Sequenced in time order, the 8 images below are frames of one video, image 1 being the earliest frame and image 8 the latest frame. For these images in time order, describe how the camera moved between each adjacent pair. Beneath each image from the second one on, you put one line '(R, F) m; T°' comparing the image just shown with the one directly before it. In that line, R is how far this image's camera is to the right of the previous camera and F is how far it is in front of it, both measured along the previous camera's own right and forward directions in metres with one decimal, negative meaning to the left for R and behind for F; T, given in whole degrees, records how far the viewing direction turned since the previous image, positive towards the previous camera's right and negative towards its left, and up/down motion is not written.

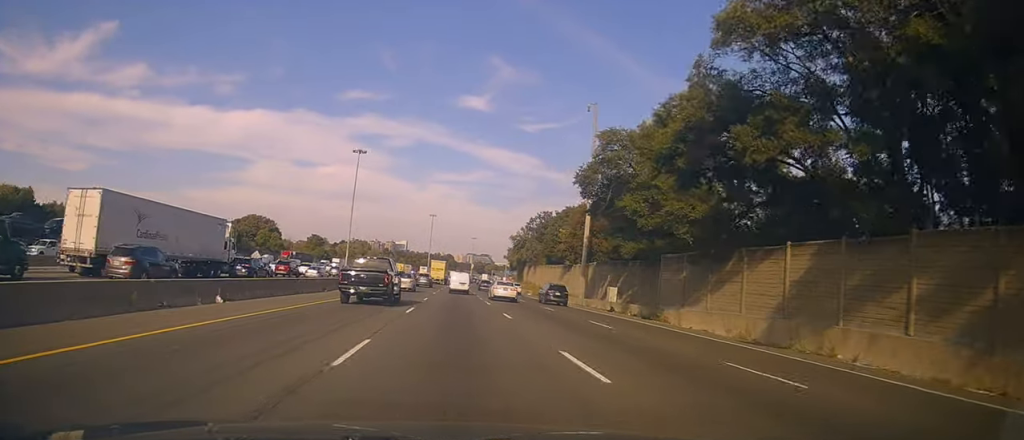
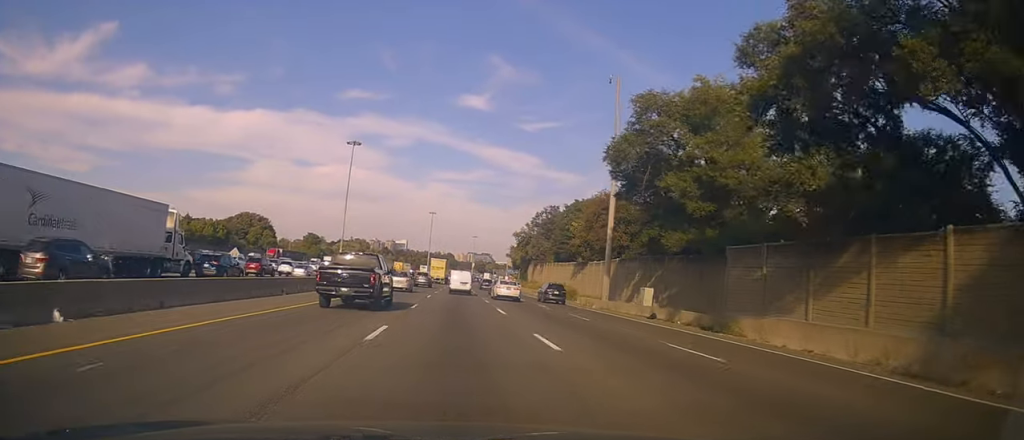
(+0.1, +9.9) m; 0°
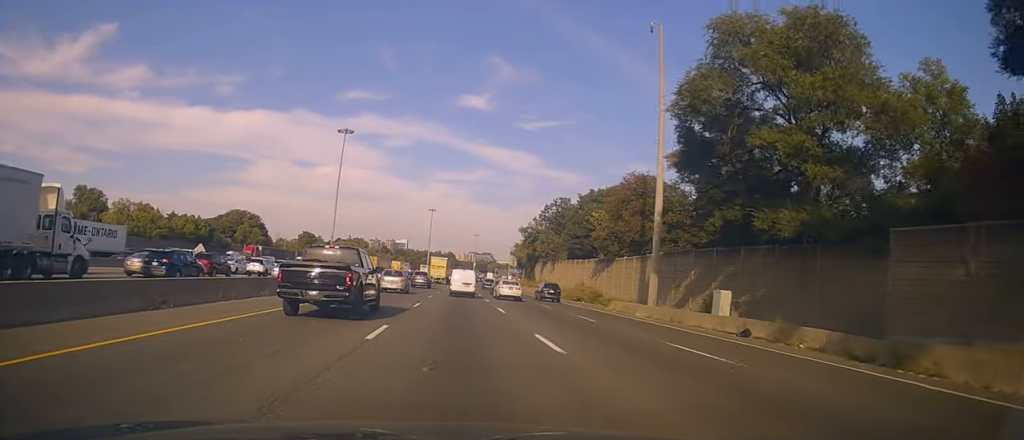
(-0.2, +13.3) m; -2°
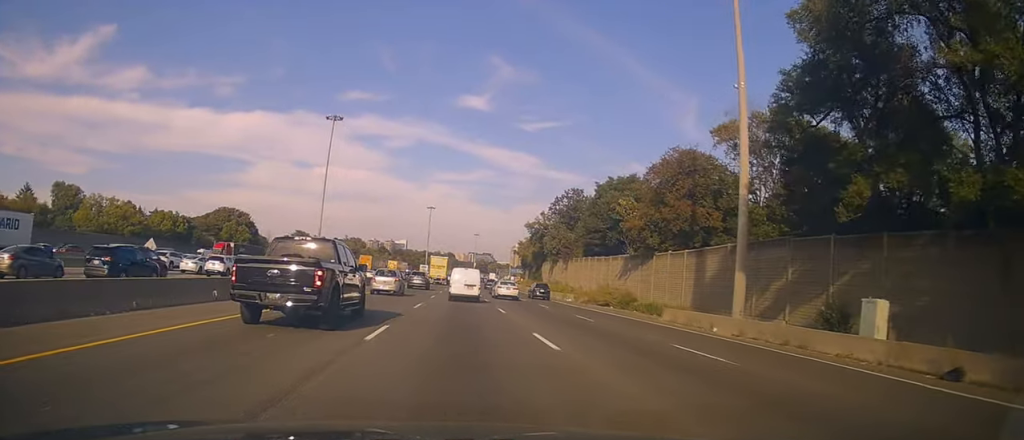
(-0.3, +14.1) m; 0°
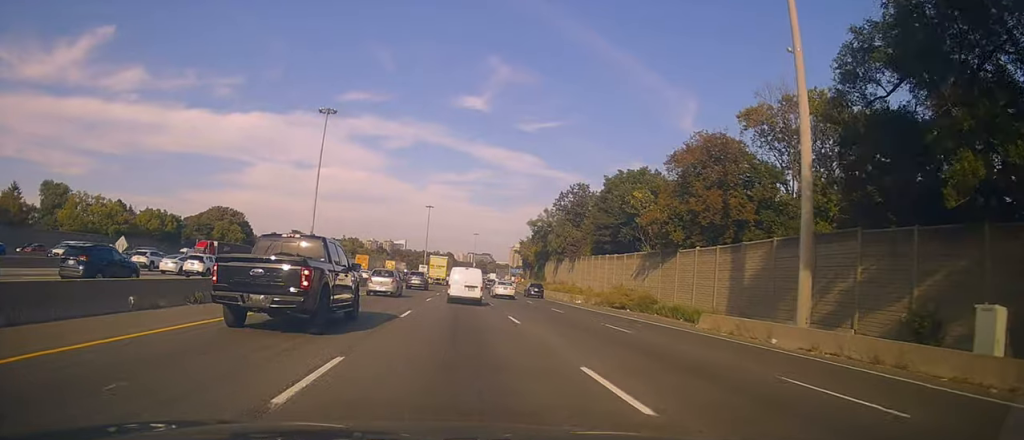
(+0.1, +6.6) m; +1°
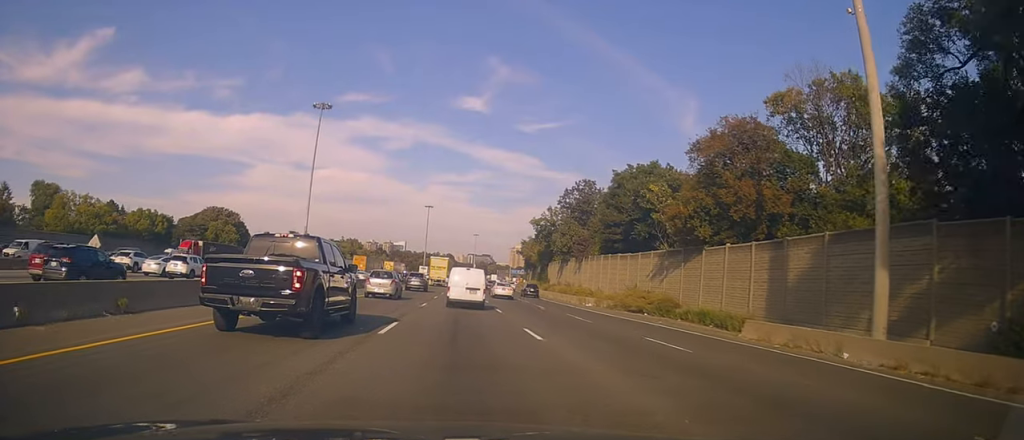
(+0.2, +5.7) m; +1°
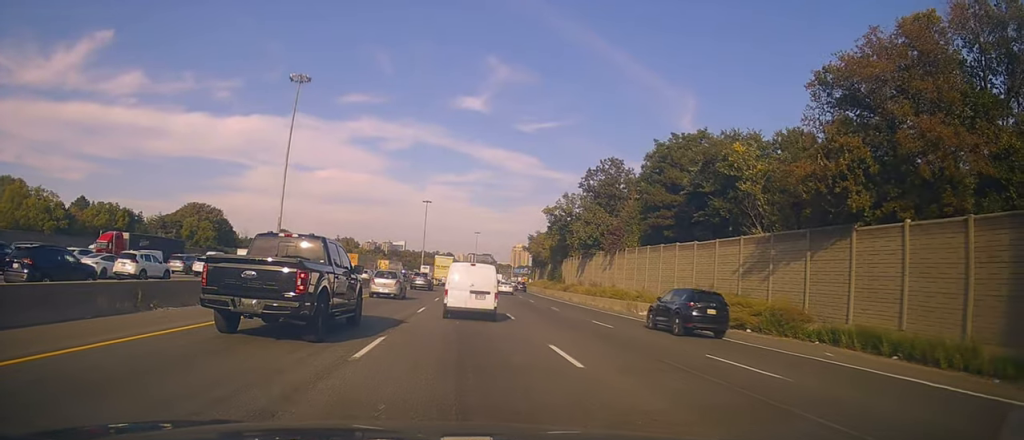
(-0.5, +18.9) m; -1°
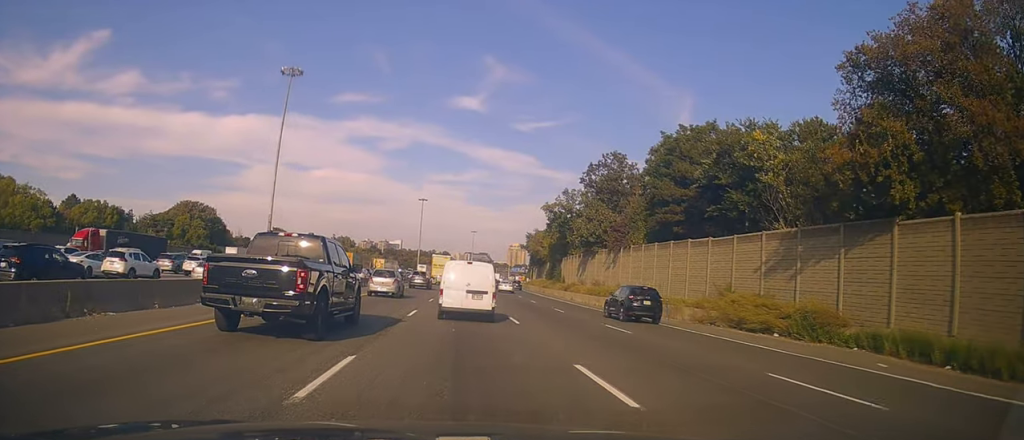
(0.0, +3.3) m; 0°
